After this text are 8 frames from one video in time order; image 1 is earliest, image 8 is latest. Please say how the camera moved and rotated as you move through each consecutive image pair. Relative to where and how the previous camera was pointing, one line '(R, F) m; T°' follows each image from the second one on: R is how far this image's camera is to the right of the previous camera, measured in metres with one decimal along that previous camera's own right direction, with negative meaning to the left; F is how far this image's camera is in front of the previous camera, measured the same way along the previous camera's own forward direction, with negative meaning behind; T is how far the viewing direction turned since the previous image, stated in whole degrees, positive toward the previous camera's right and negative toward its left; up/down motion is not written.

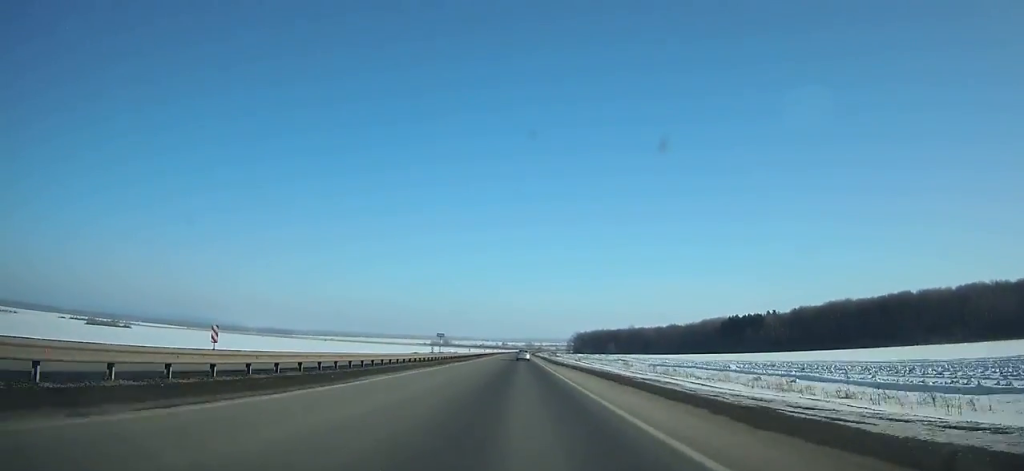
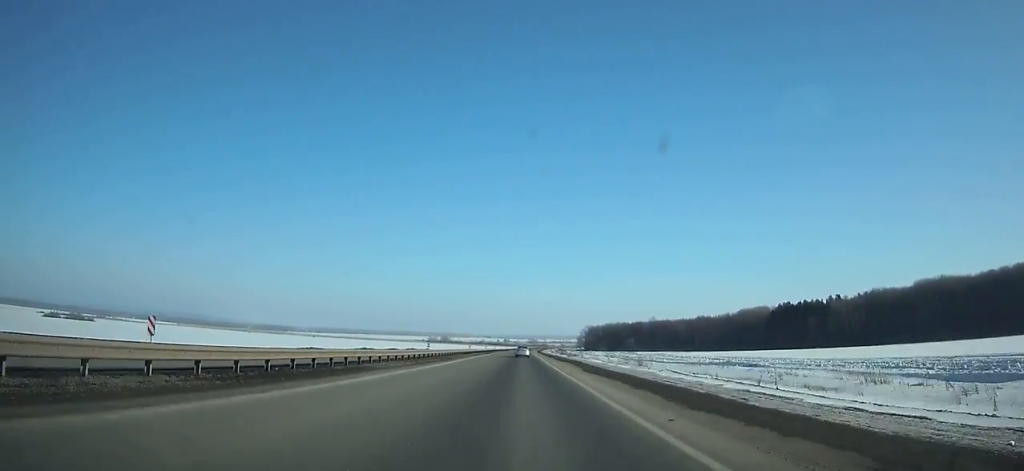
(0.0, +73.6) m; 0°
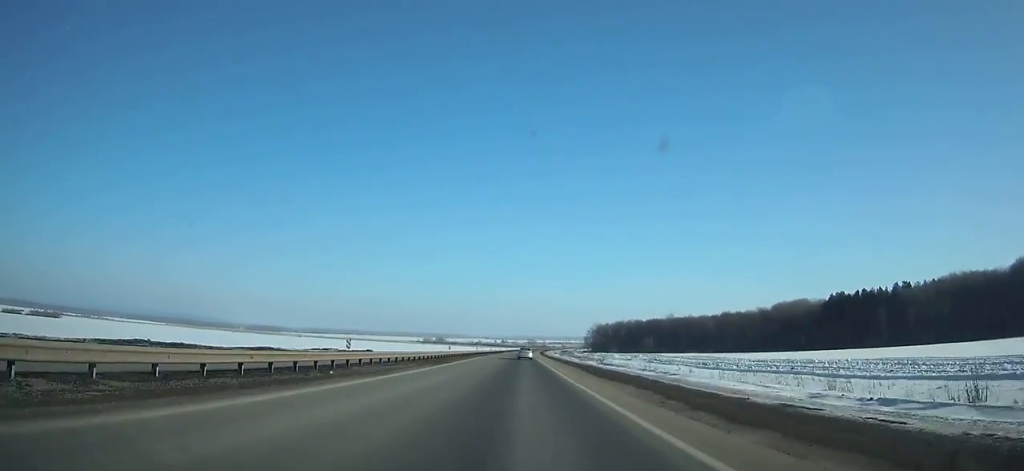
(+0.1, +56.9) m; 0°
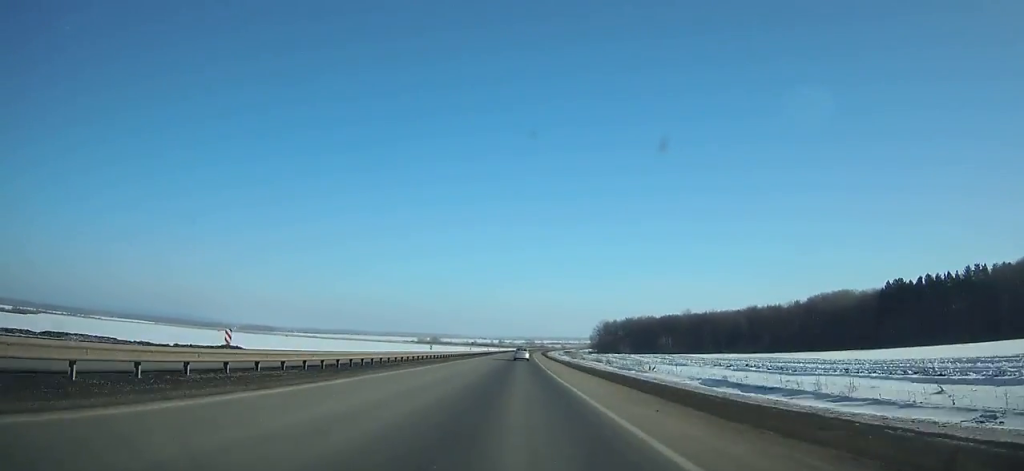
(0.0, +46.0) m; 0°
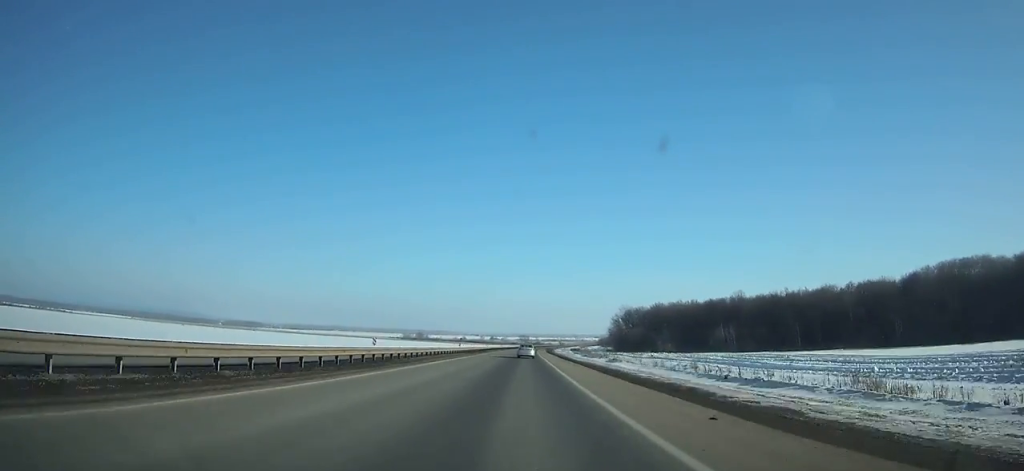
(+0.5, +90.8) m; +1°
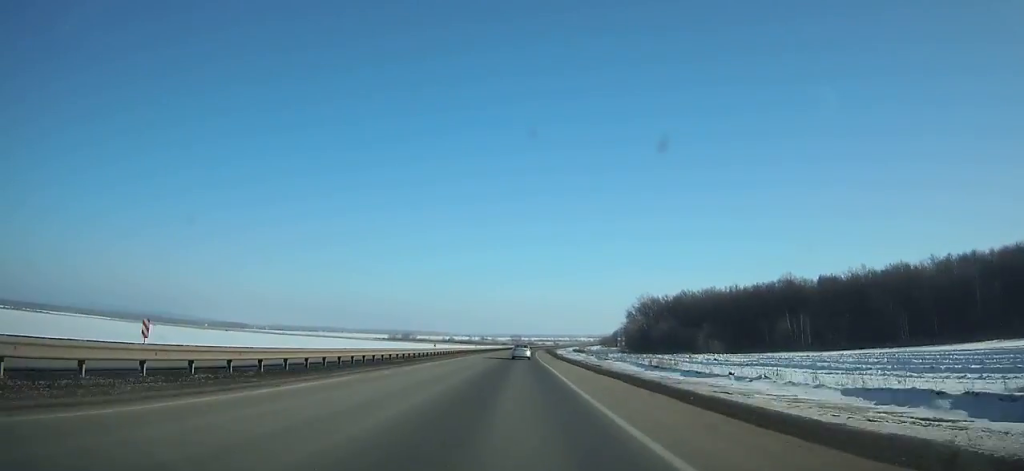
(+0.3, +55.3) m; +1°
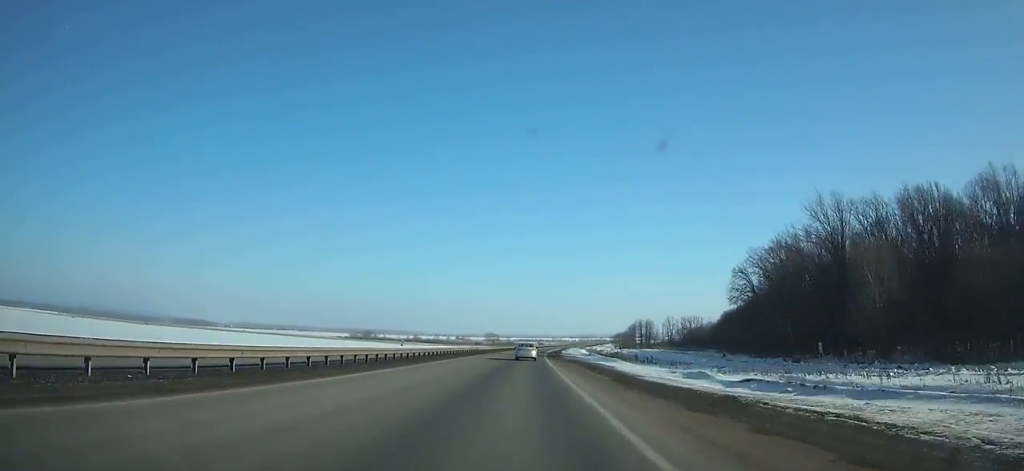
(+2.9, +132.9) m; +3°
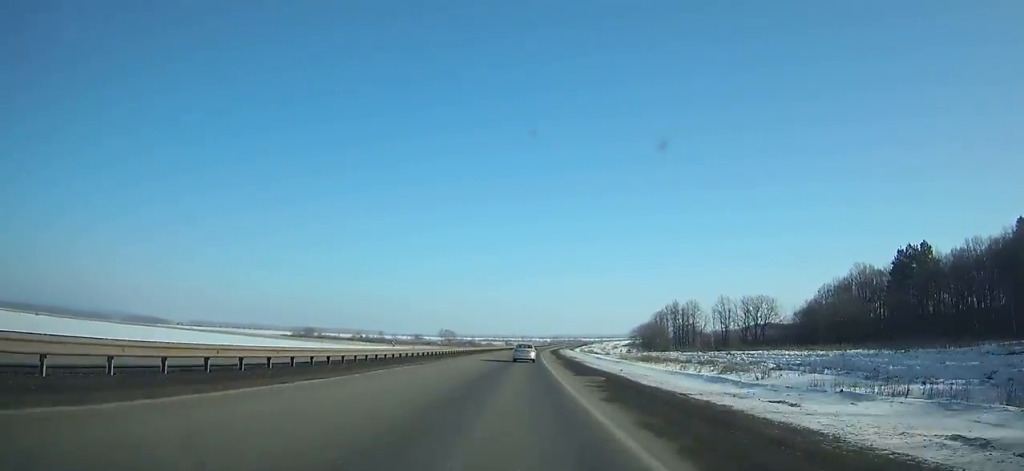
(+3.3, +119.3) m; +3°
